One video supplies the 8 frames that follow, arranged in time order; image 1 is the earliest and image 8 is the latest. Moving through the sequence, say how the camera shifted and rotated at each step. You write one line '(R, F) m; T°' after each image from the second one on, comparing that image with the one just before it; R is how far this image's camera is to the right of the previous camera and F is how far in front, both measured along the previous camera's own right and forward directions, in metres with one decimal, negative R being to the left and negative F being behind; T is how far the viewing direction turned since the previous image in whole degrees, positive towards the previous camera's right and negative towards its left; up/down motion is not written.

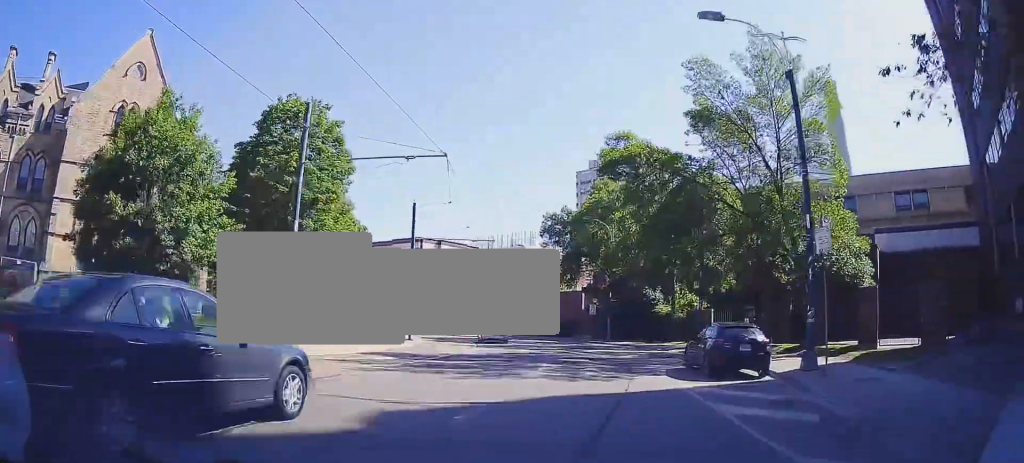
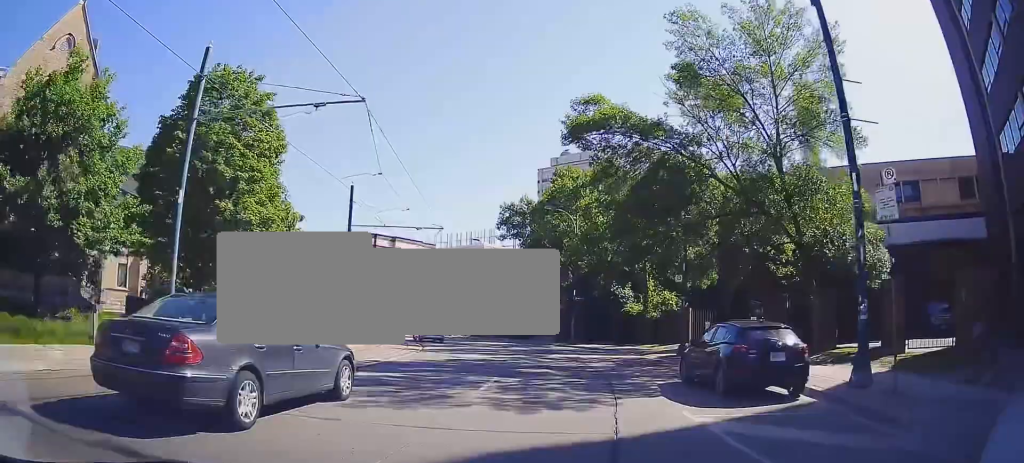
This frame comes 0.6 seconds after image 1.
(+0.2, +4.1) m; +6°
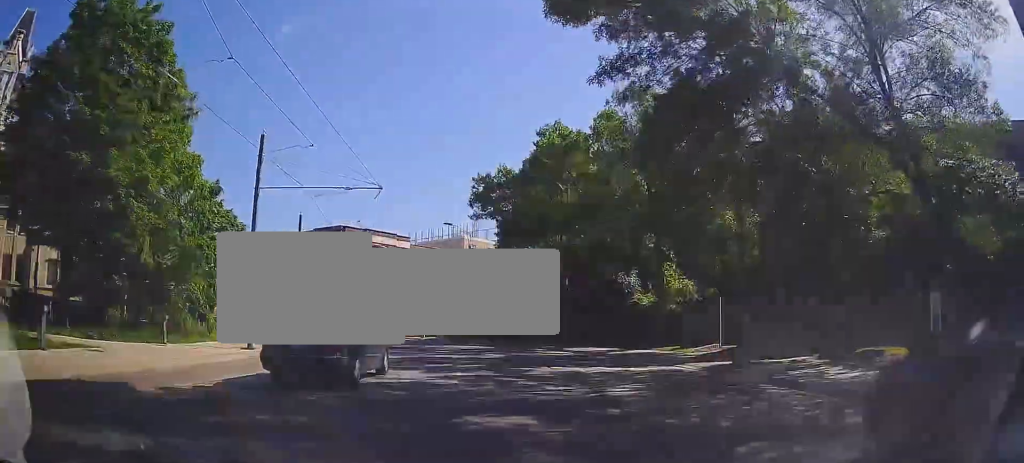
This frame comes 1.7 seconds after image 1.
(+0.7, +8.3) m; +8°
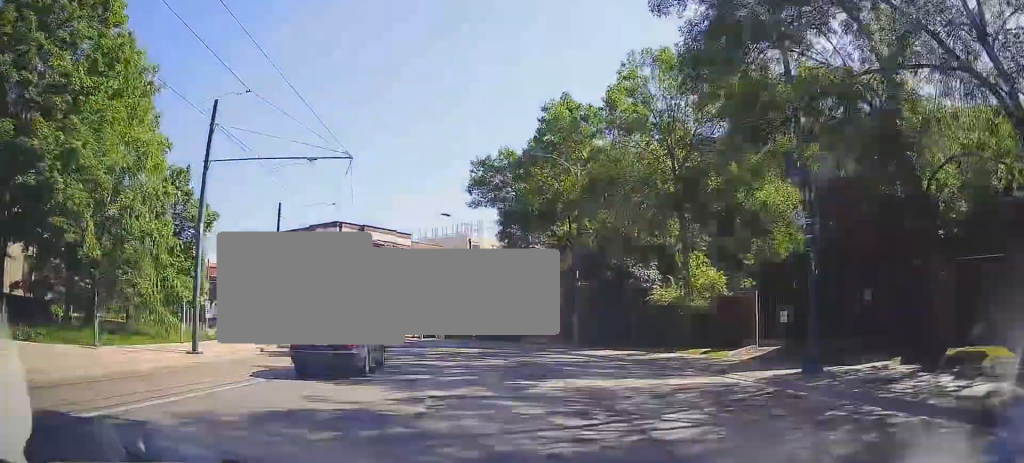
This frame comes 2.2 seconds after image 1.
(+0.2, +3.9) m; 0°
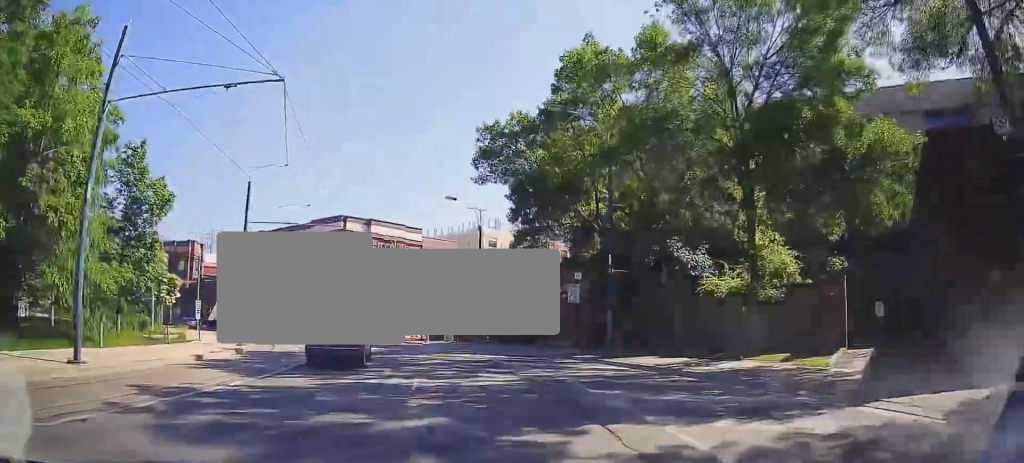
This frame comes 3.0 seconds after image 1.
(+0.1, +5.6) m; -1°
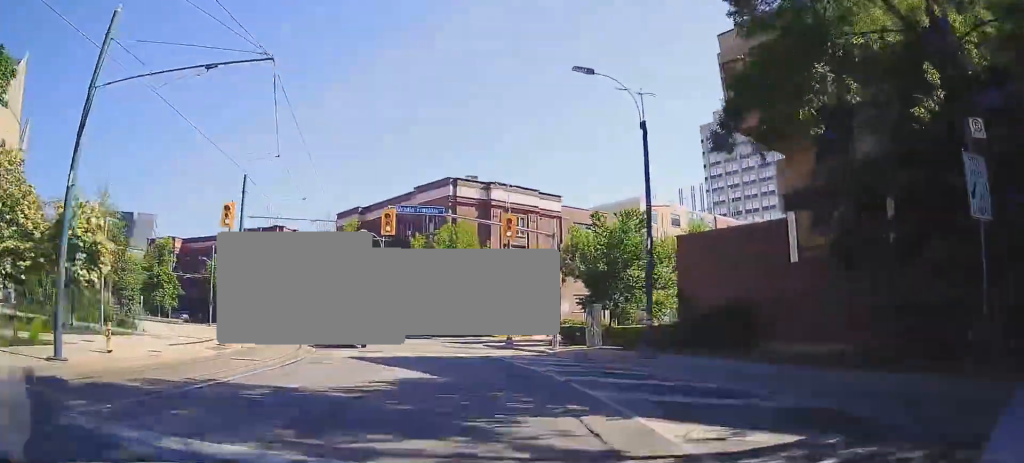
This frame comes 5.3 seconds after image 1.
(-2.5, +18.8) m; -16°
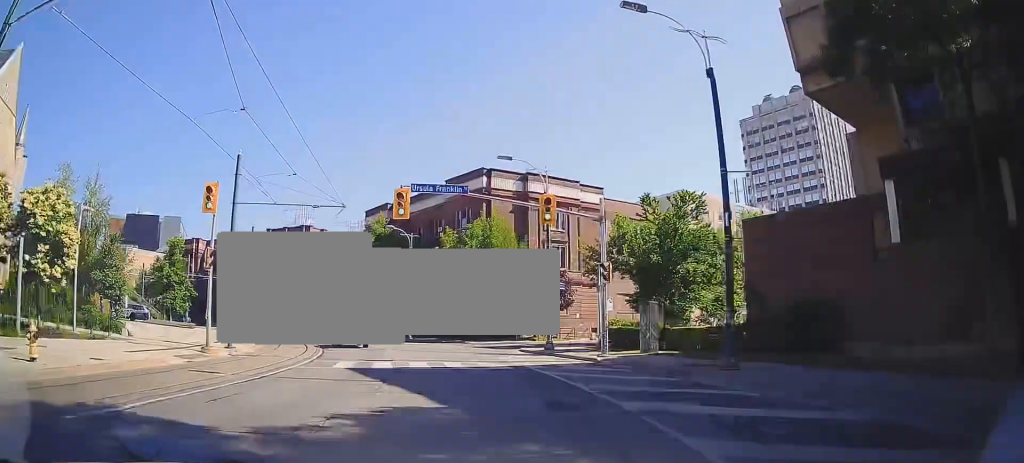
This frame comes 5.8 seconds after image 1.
(-0.1, +4.3) m; -4°
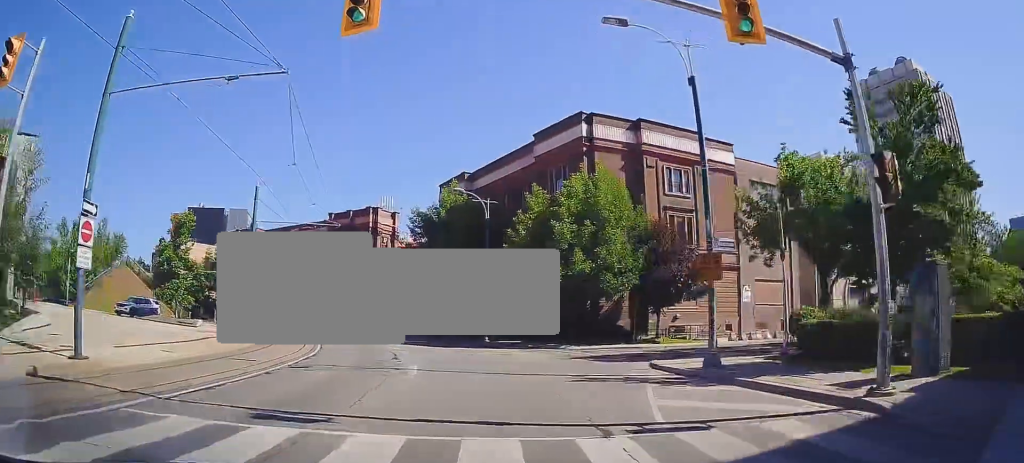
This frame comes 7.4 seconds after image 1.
(-1.5, +13.8) m; -12°
